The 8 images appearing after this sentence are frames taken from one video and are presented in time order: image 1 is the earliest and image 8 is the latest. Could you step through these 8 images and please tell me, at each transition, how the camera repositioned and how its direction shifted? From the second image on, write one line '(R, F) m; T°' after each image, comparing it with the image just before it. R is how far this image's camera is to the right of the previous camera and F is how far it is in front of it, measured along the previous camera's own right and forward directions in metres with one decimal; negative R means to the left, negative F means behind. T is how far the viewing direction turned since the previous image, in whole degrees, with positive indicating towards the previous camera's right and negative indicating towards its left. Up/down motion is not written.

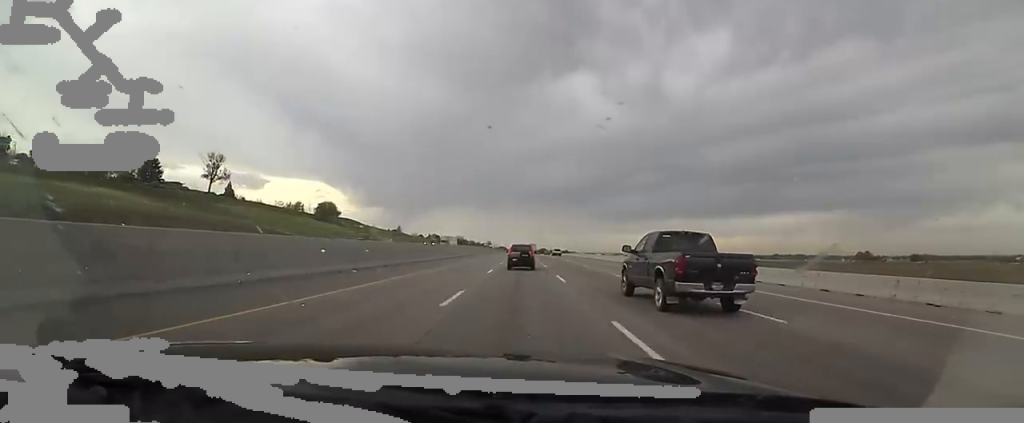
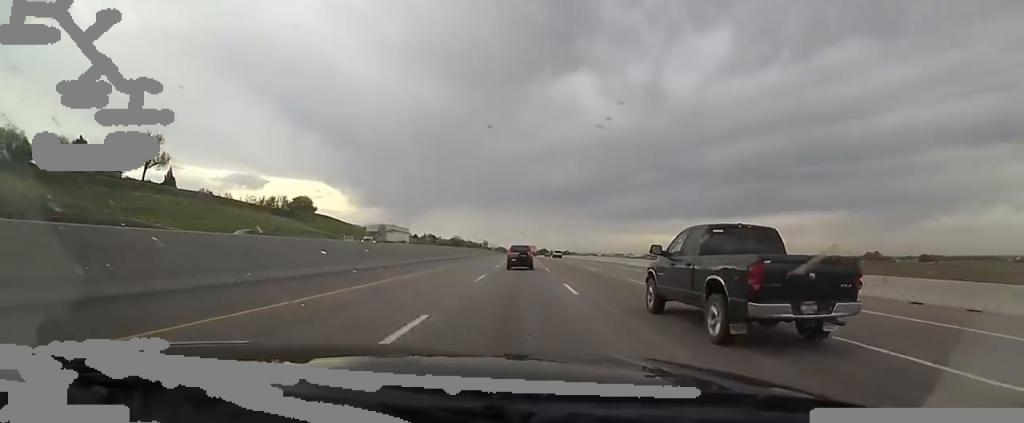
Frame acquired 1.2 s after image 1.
(+1.4, +35.6) m; 0°
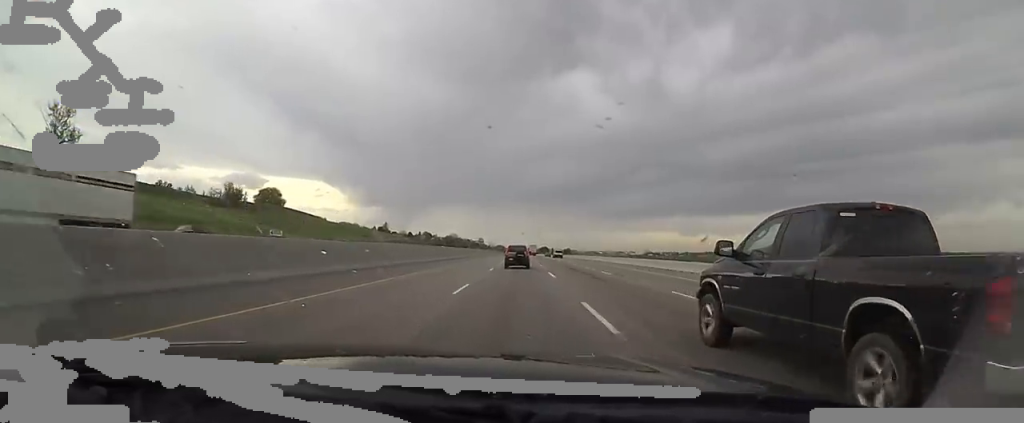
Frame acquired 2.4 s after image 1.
(-1.0, +36.7) m; 0°
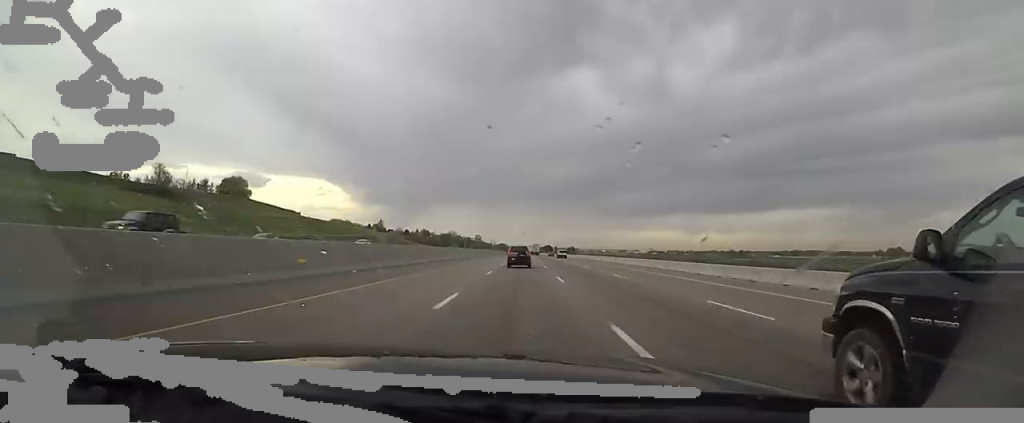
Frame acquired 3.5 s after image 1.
(+0.6, +33.6) m; 0°
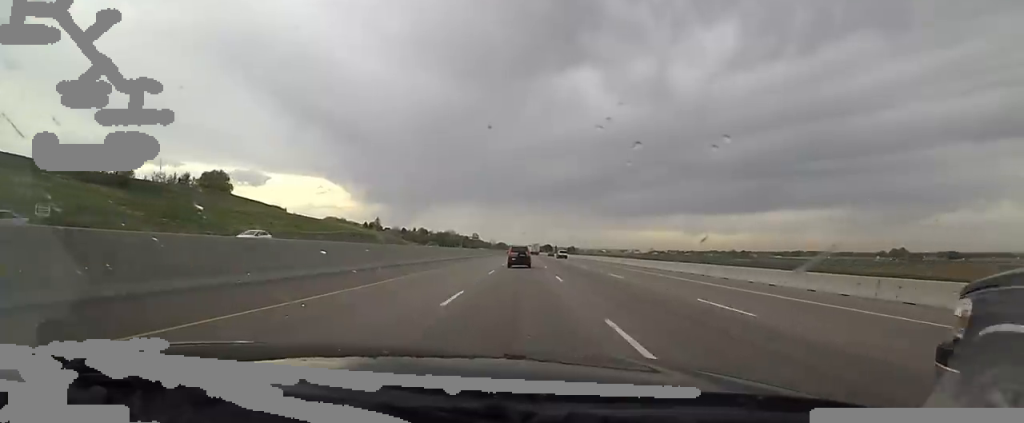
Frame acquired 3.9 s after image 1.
(-0.8, +14.3) m; 0°
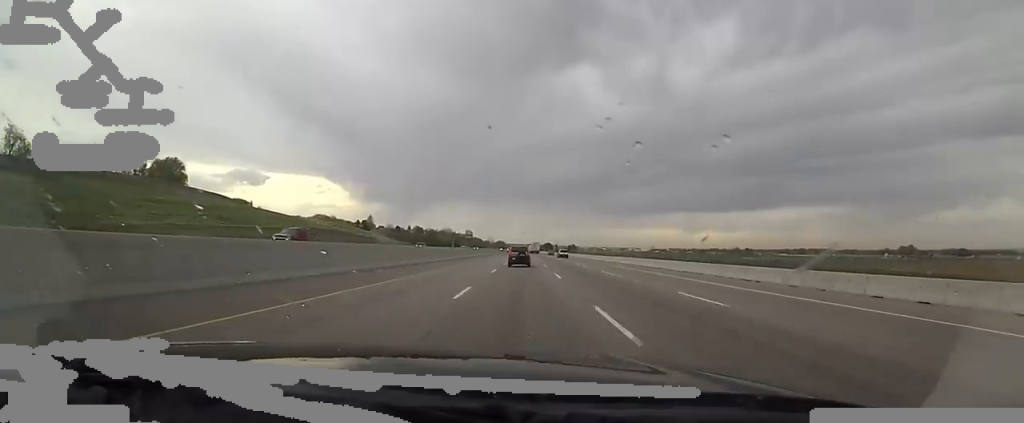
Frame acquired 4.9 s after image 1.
(+1.1, +28.5) m; 0°
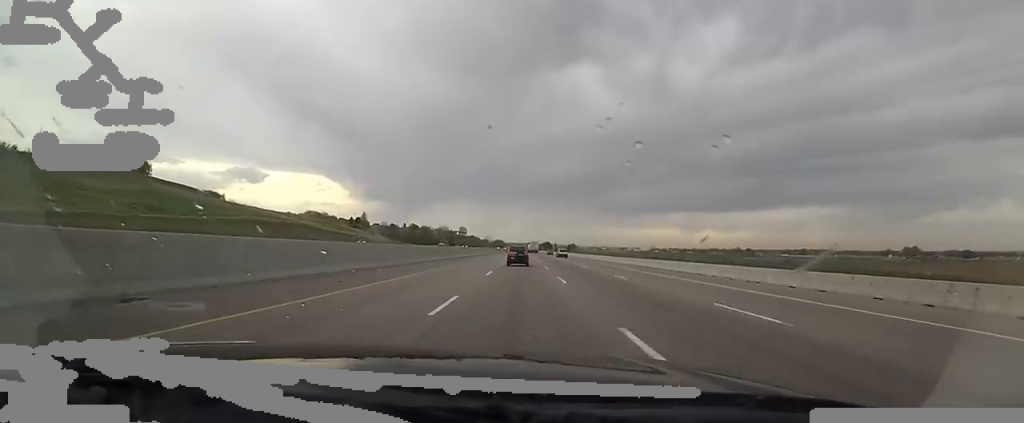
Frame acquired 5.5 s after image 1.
(-0.3, +18.4) m; 0°
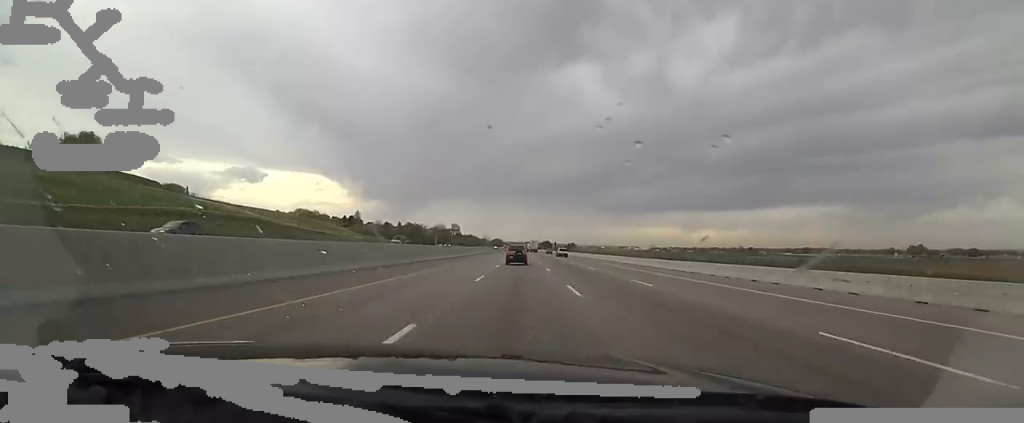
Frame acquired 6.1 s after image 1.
(-0.9, +20.5) m; 0°
